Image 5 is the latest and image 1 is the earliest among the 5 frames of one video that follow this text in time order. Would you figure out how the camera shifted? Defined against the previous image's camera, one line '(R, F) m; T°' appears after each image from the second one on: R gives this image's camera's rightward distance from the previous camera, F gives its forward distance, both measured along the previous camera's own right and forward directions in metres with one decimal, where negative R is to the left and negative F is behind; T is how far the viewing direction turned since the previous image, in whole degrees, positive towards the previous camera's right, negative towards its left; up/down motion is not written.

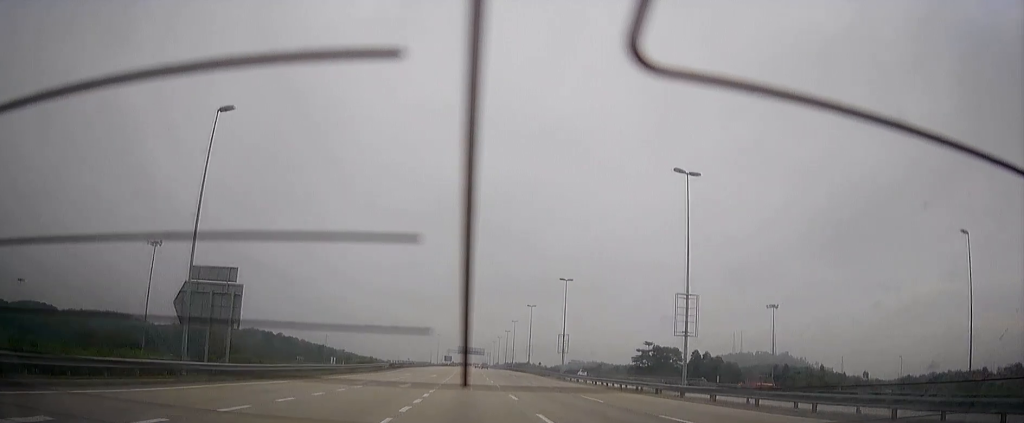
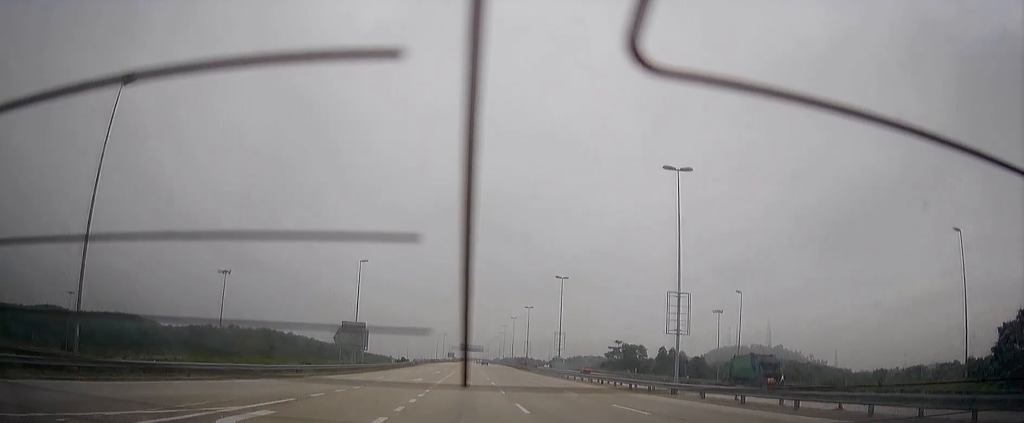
(+0.2, +40.0) m; 0°
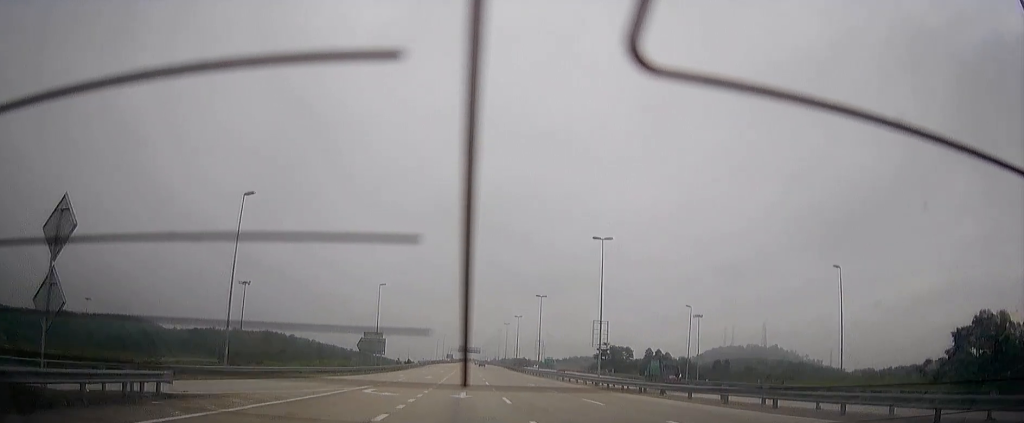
(0.0, +17.2) m; 0°
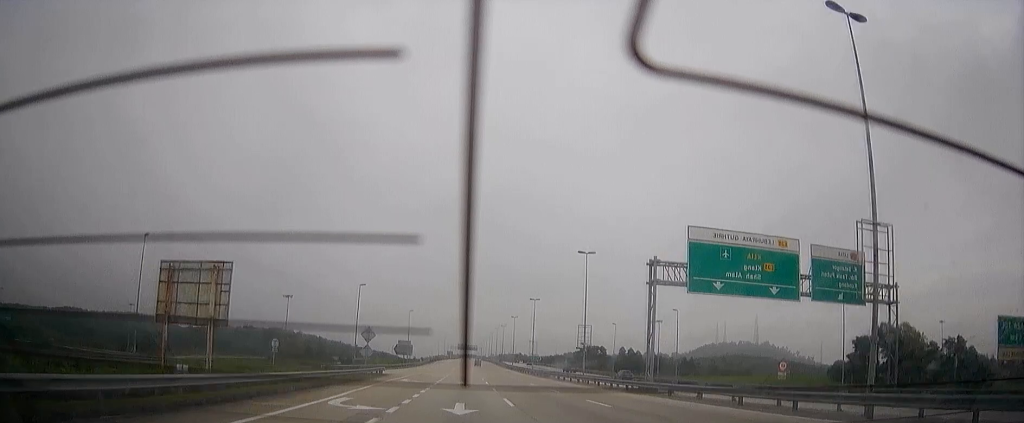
(-0.2, +46.7) m; 0°
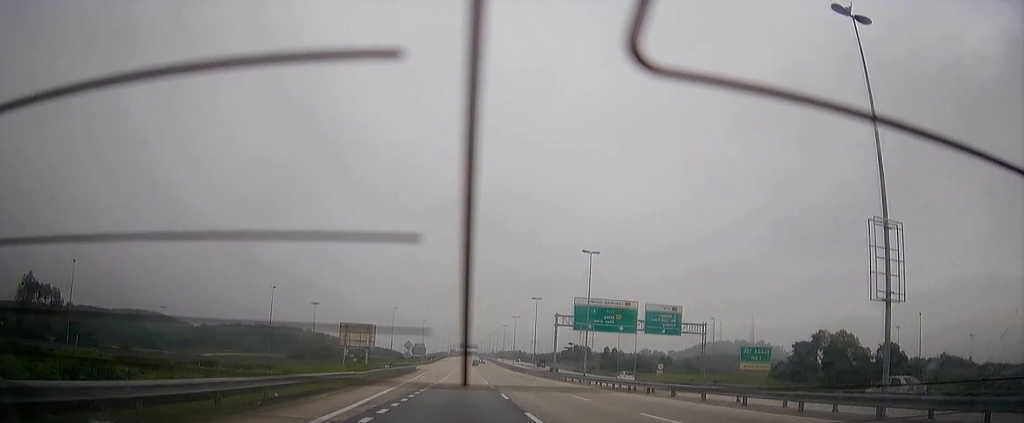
(0.0, +40.7) m; 0°
